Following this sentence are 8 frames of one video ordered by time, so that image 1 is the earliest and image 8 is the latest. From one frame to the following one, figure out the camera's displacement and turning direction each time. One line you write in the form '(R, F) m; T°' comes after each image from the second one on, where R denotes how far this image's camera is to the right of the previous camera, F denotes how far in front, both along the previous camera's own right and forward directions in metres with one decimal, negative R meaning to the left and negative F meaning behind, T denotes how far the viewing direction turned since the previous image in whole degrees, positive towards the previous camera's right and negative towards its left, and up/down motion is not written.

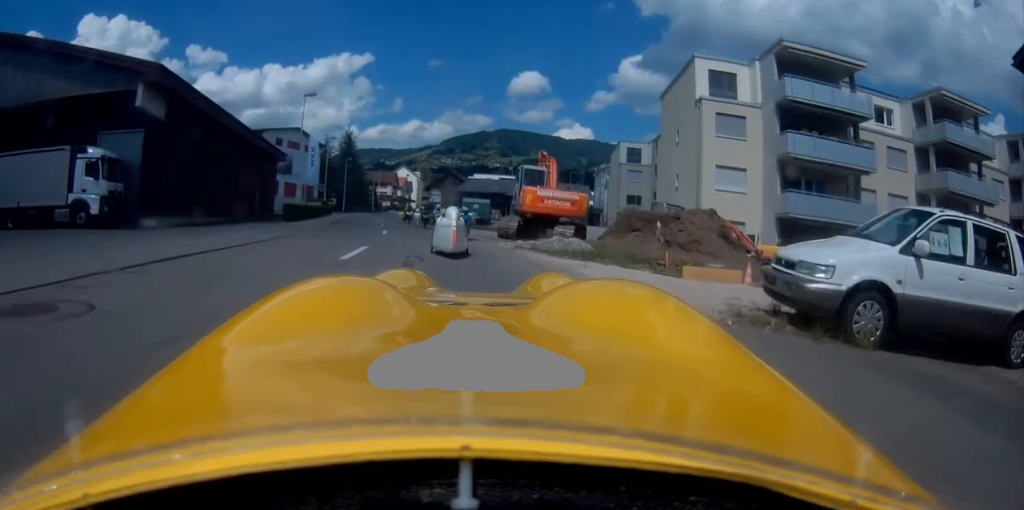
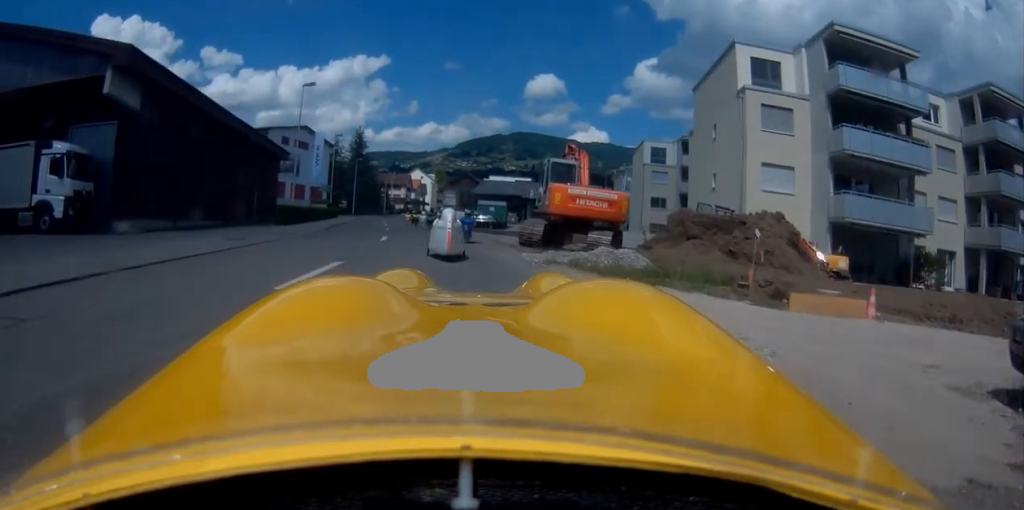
(-0.3, +3.6) m; -3°
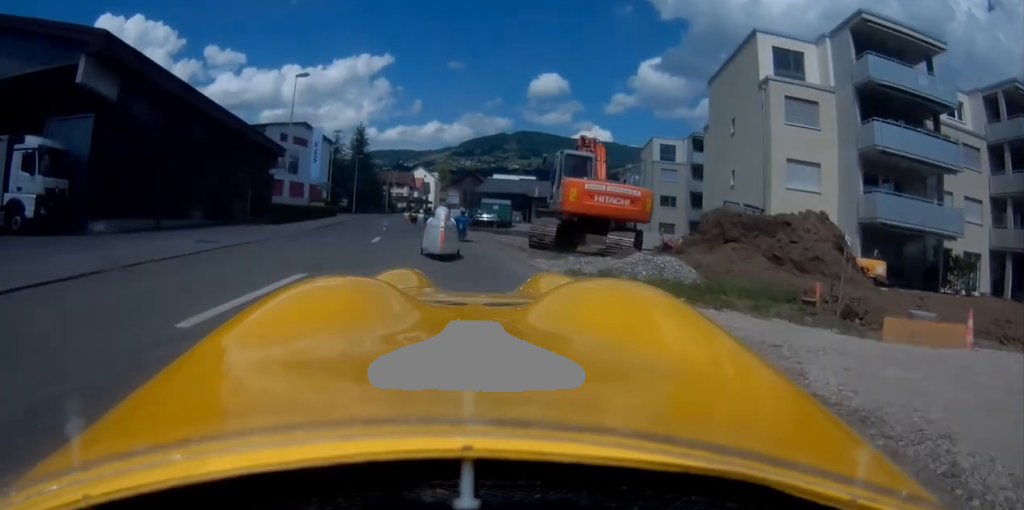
(0.0, +2.1) m; -1°
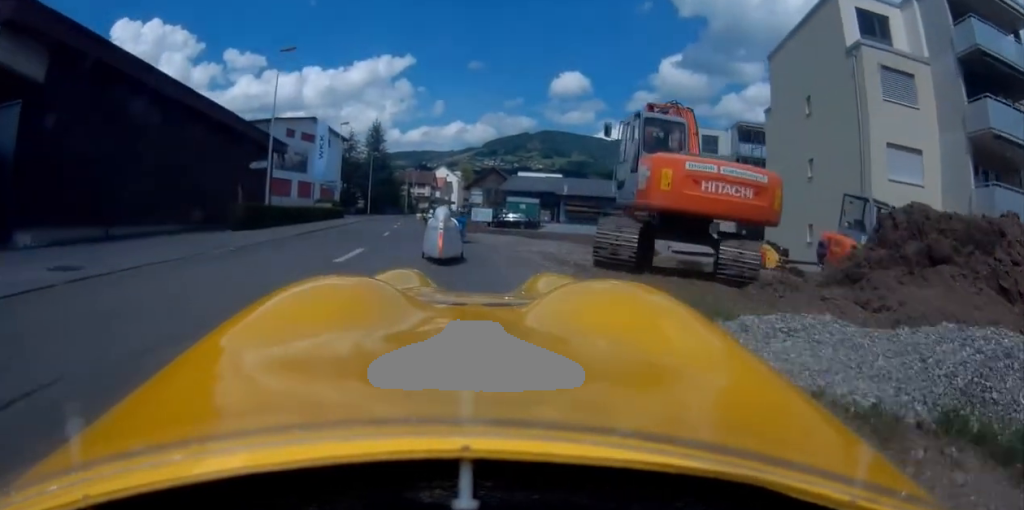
(0.0, +6.1) m; -2°
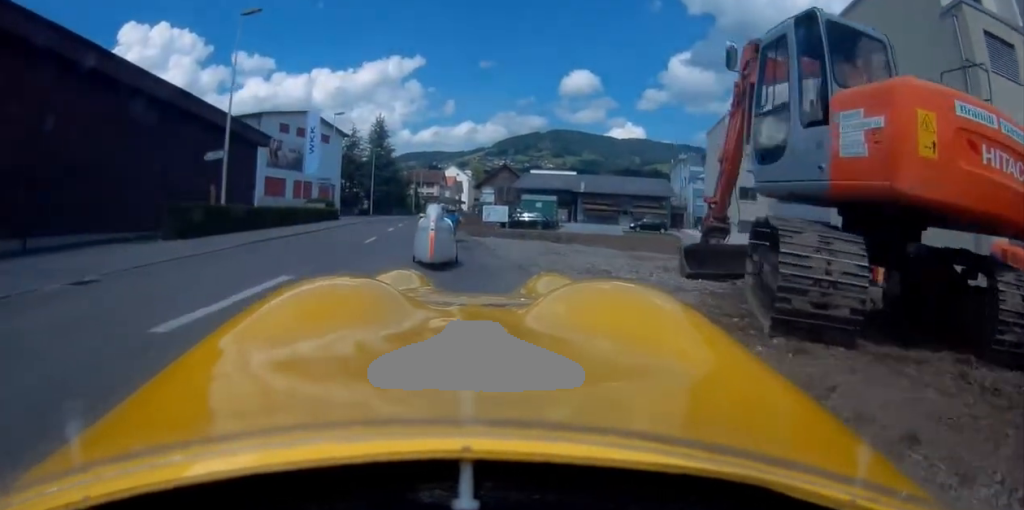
(-0.2, +5.7) m; -2°
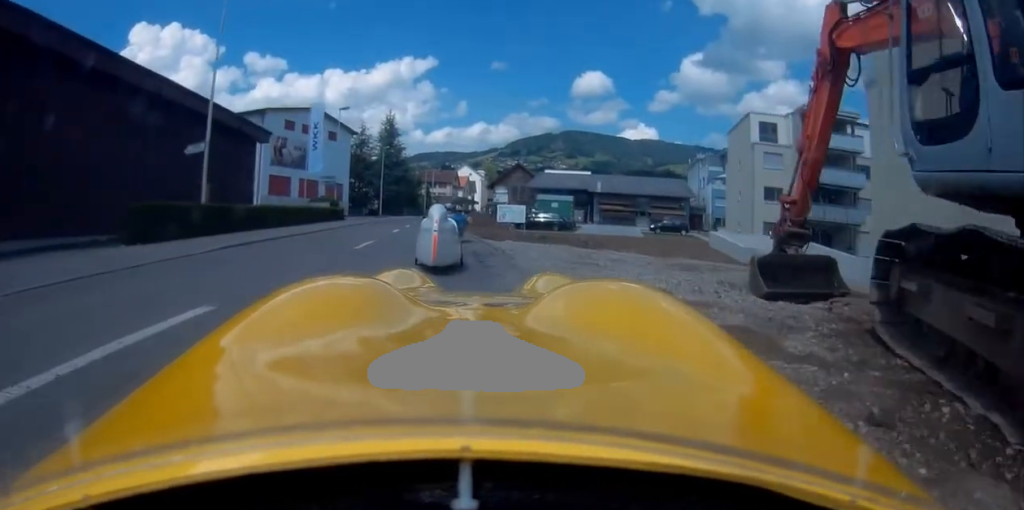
(0.0, +2.5) m; 0°
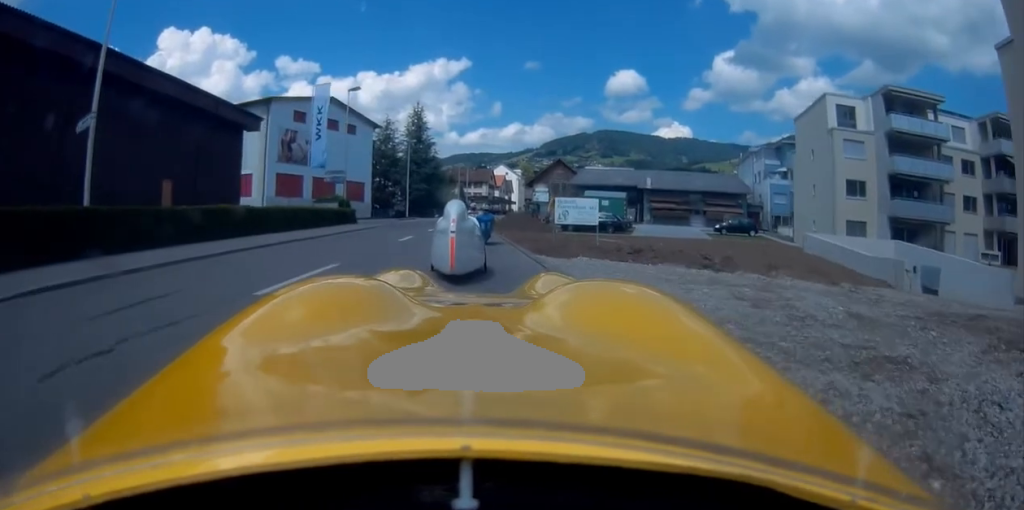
(0.0, +8.1) m; -2°
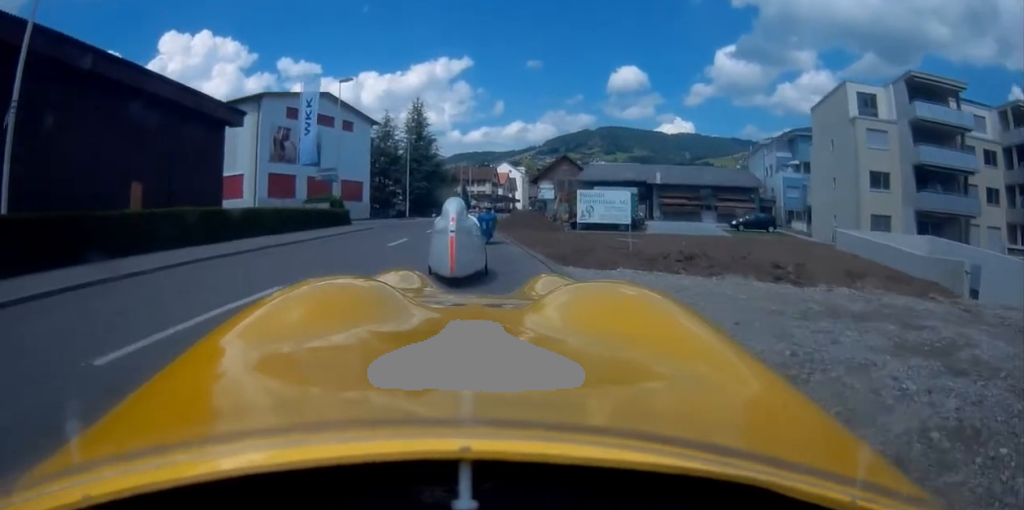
(-0.1, +2.8) m; -1°
